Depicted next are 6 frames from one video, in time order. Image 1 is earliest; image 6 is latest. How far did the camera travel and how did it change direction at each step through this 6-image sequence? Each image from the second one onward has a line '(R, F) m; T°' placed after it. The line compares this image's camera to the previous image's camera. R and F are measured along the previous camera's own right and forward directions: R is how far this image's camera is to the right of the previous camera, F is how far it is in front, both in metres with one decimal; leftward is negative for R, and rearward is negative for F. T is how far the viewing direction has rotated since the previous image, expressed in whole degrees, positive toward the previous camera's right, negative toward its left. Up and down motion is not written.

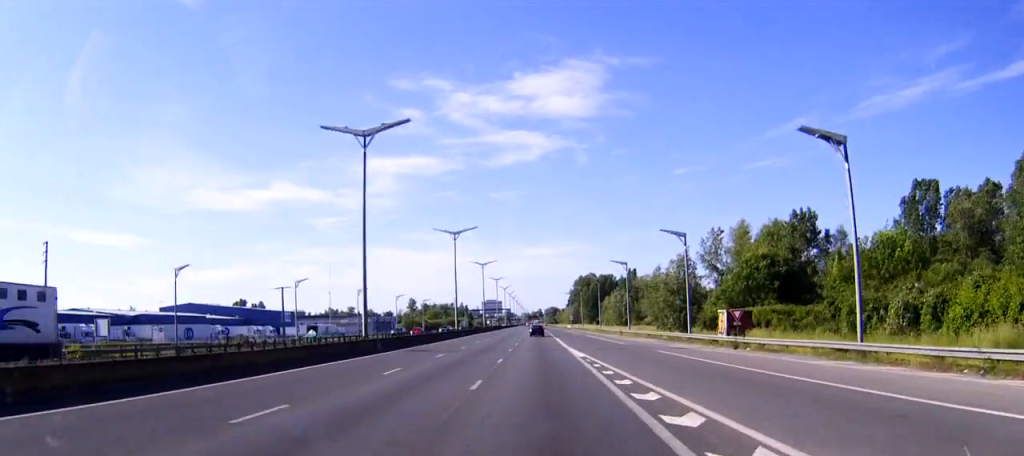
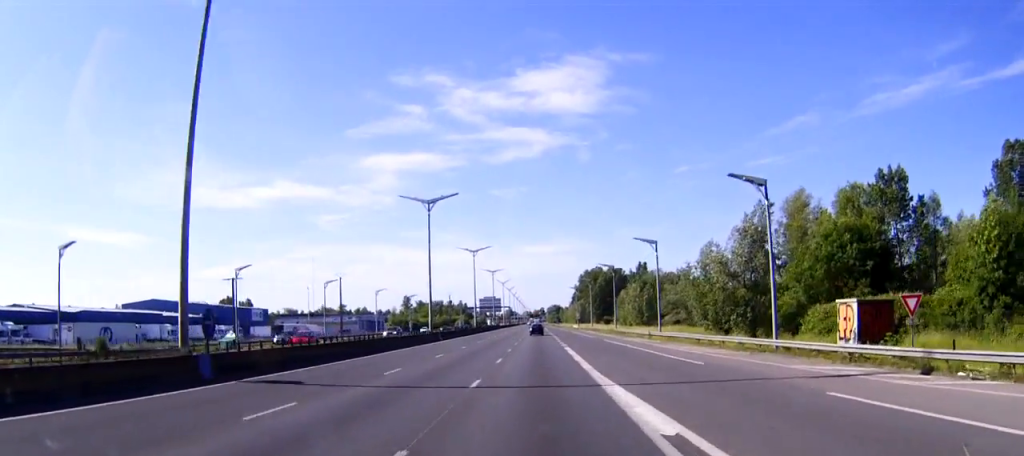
(0.0, +25.0) m; 0°
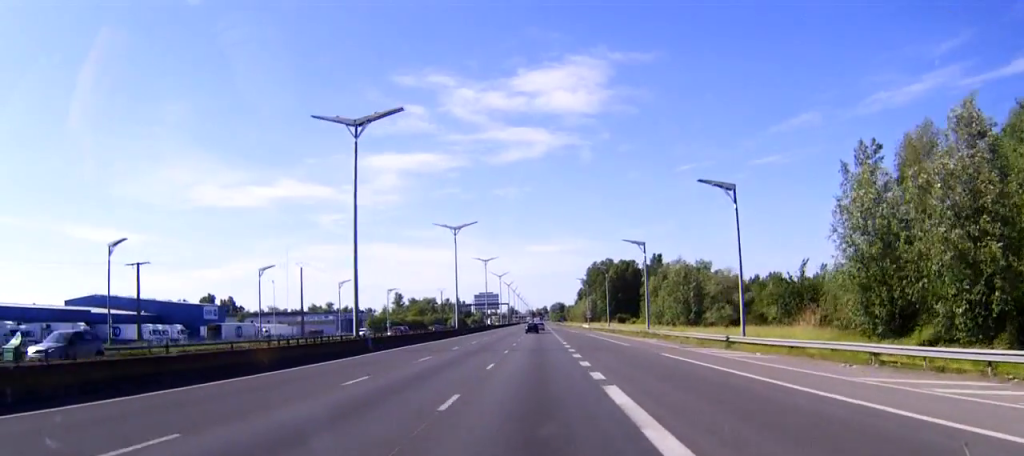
(0.0, +31.5) m; 0°
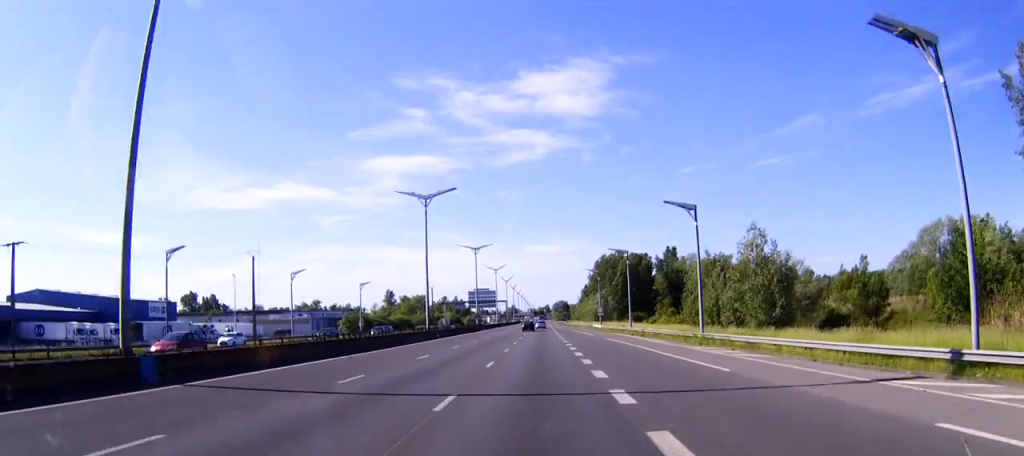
(0.0, +26.5) m; 0°
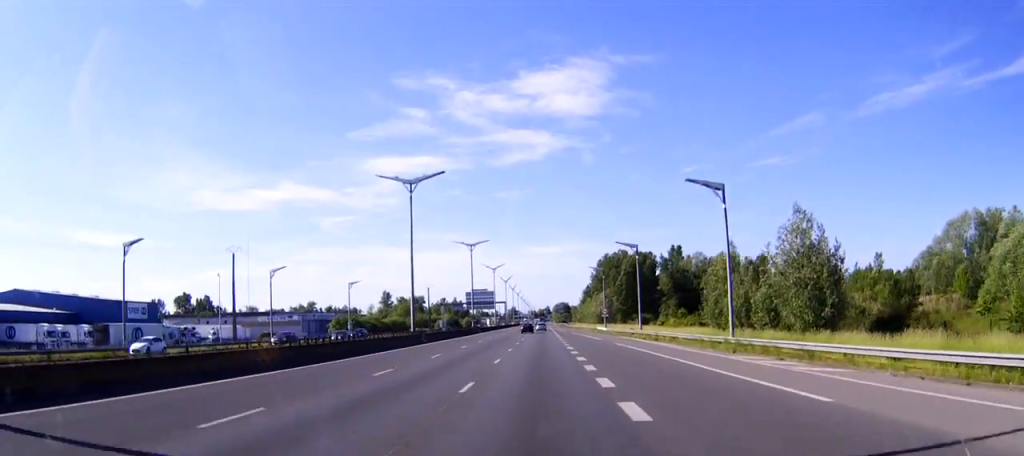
(0.0, +8.6) m; 0°
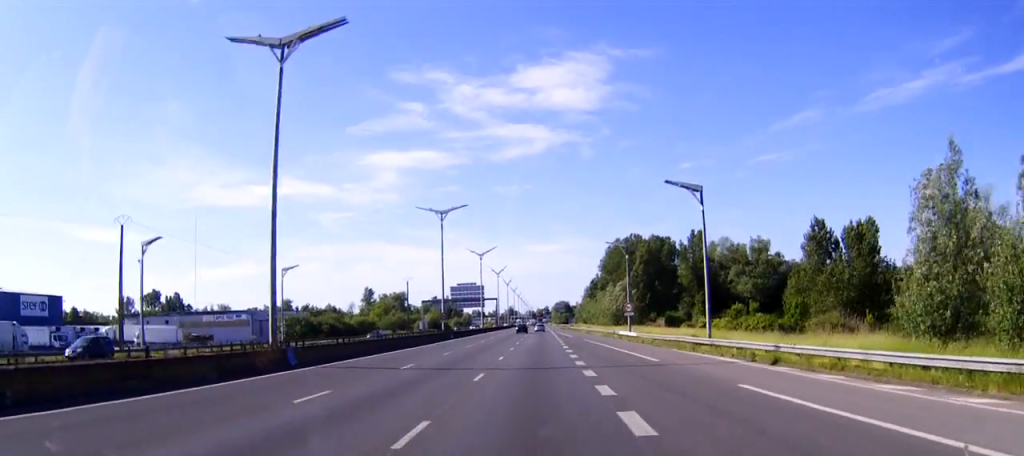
(-0.1, +33.6) m; 0°
